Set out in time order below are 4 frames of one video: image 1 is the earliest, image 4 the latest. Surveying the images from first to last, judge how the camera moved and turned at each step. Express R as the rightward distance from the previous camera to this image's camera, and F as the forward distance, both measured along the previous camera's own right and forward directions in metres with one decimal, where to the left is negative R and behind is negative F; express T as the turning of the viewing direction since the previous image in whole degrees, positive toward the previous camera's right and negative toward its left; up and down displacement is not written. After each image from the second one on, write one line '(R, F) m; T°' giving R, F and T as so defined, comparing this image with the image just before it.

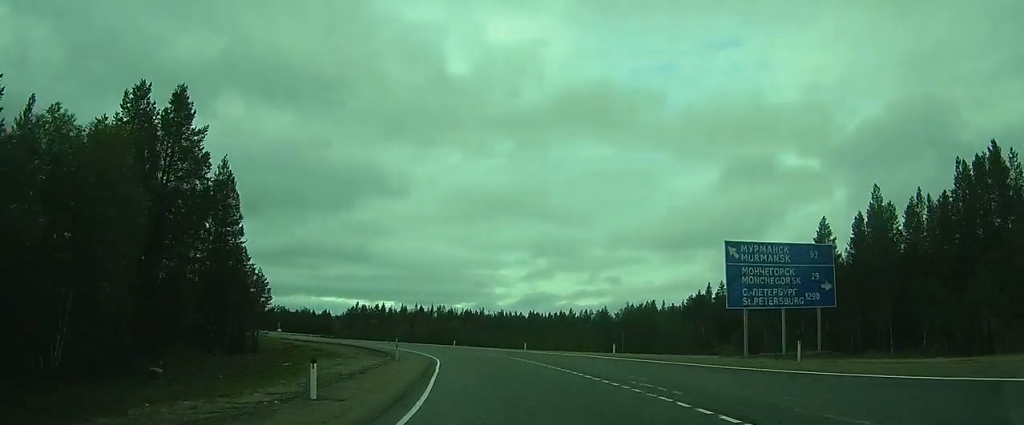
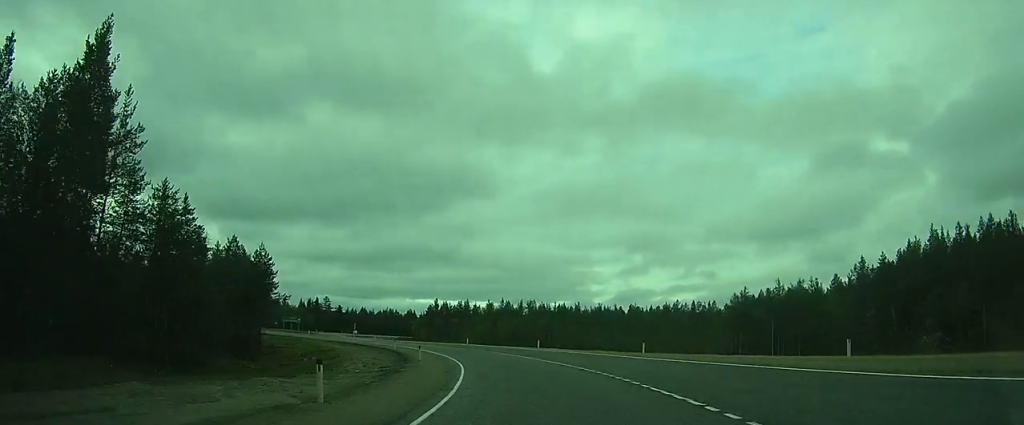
(-1.1, +17.9) m; -4°
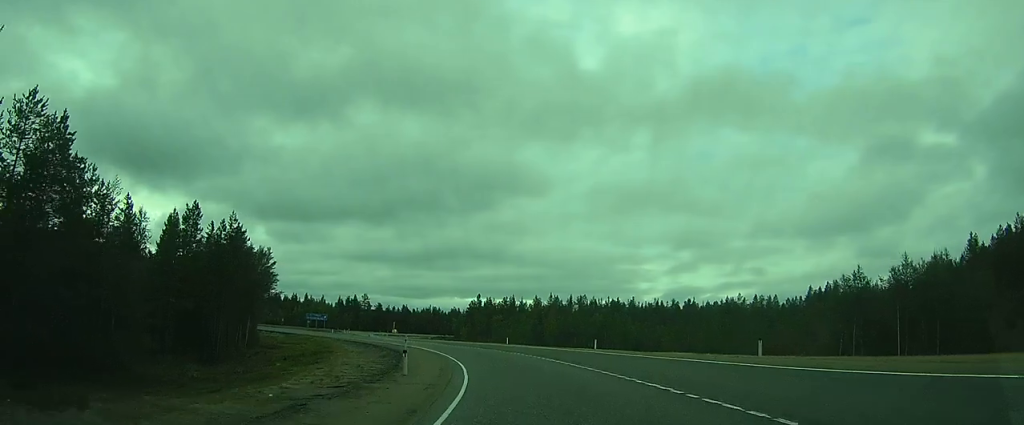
(0.0, +10.6) m; -2°
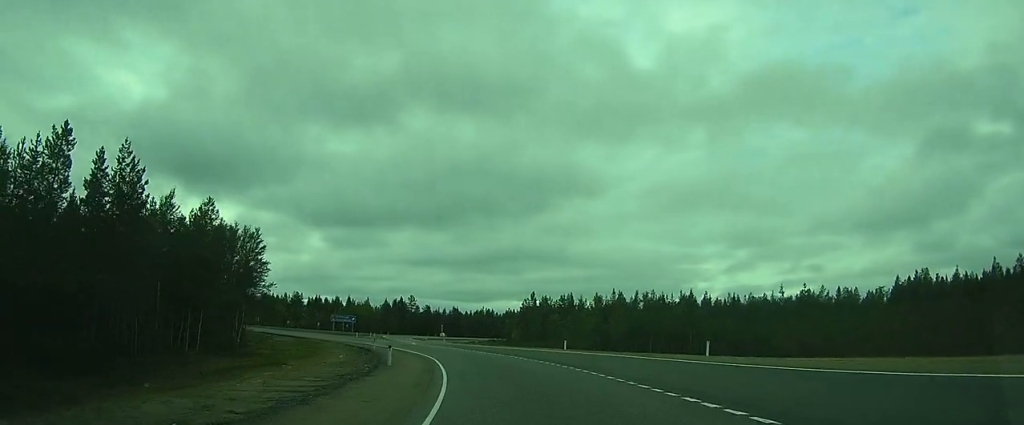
(-0.5, +13.1) m; -7°
